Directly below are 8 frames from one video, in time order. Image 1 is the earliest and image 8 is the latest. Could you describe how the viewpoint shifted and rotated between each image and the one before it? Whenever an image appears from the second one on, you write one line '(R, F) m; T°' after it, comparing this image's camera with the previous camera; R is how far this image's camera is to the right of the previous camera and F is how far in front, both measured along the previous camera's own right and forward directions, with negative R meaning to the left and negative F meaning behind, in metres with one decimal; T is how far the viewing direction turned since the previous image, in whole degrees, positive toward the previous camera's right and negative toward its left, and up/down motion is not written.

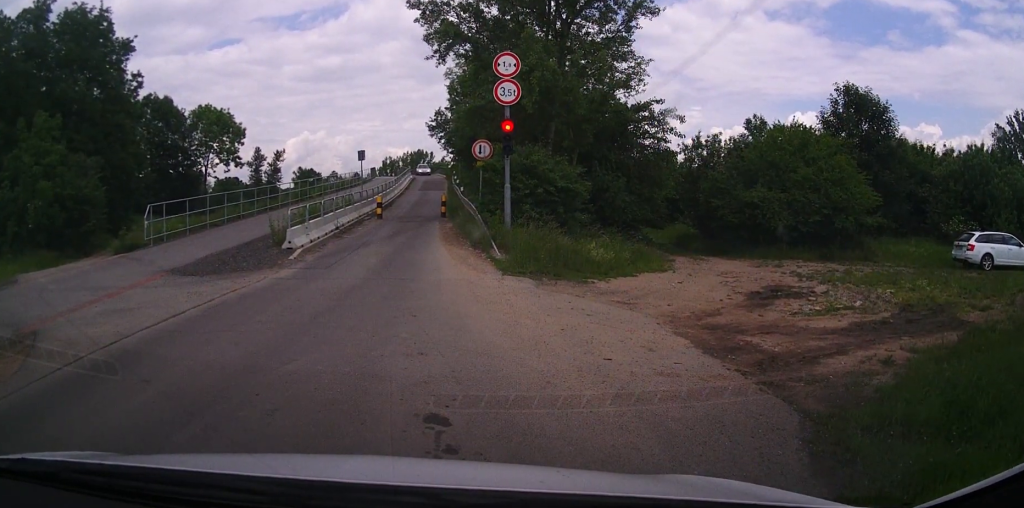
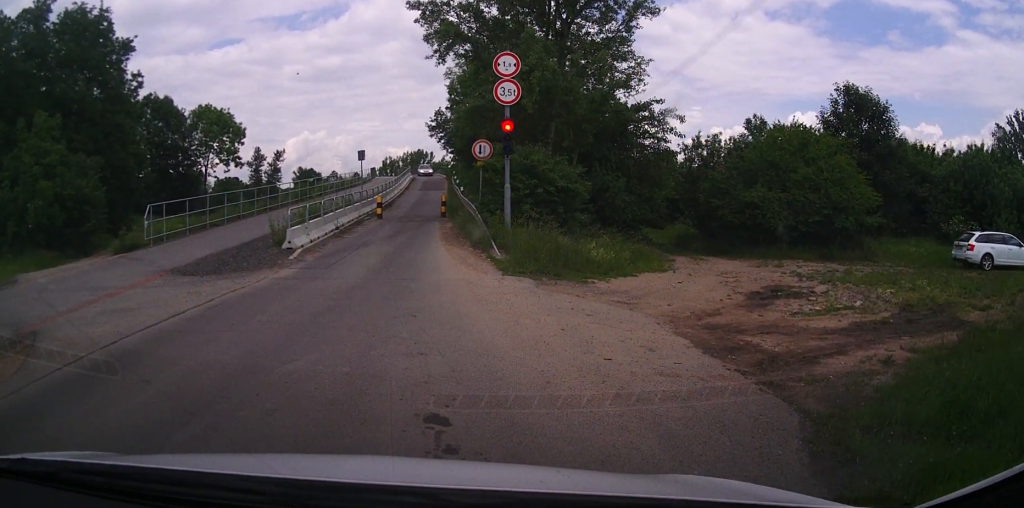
(0.0, 0.0) m; 0°
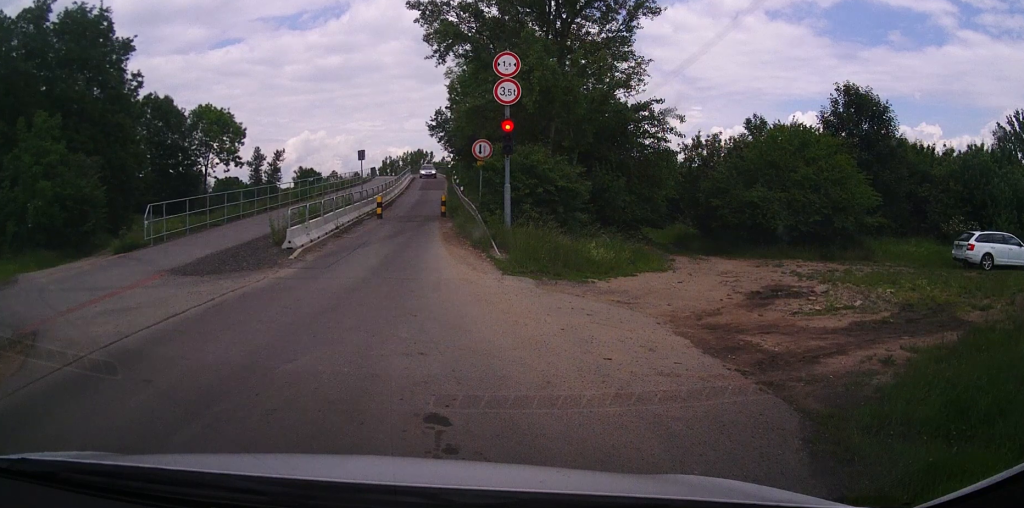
(0.0, 0.0) m; 0°
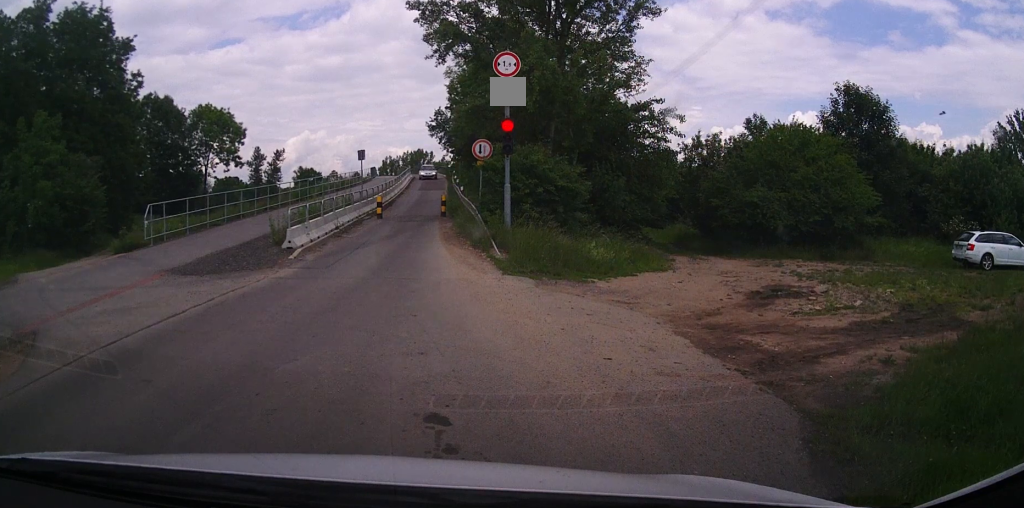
(0.0, 0.0) m; 0°
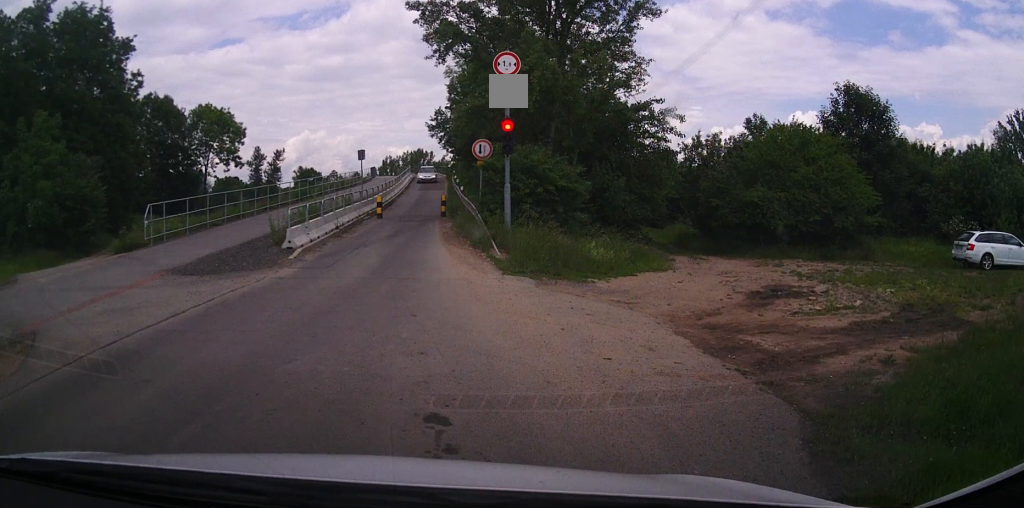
(0.0, 0.0) m; 0°
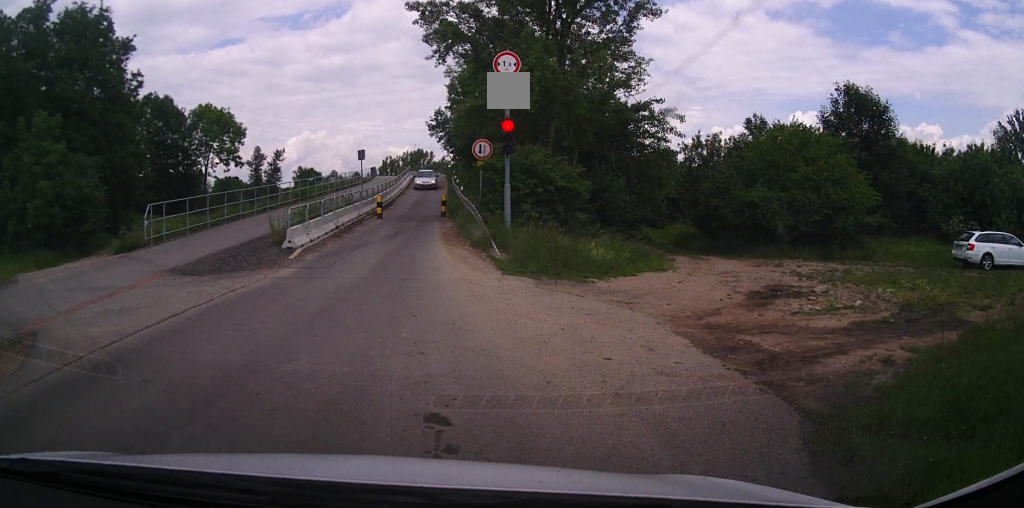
(0.0, 0.0) m; 0°
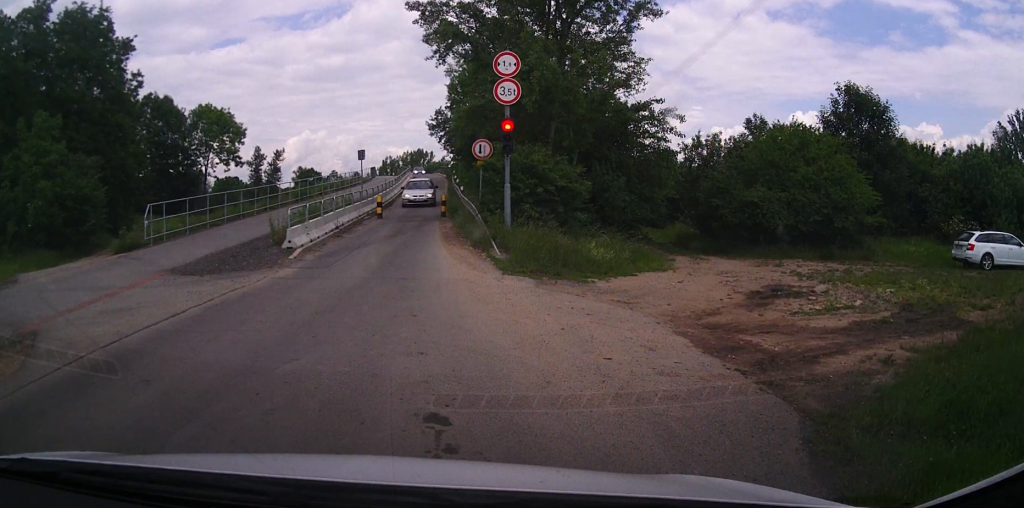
(0.0, 0.0) m; 0°
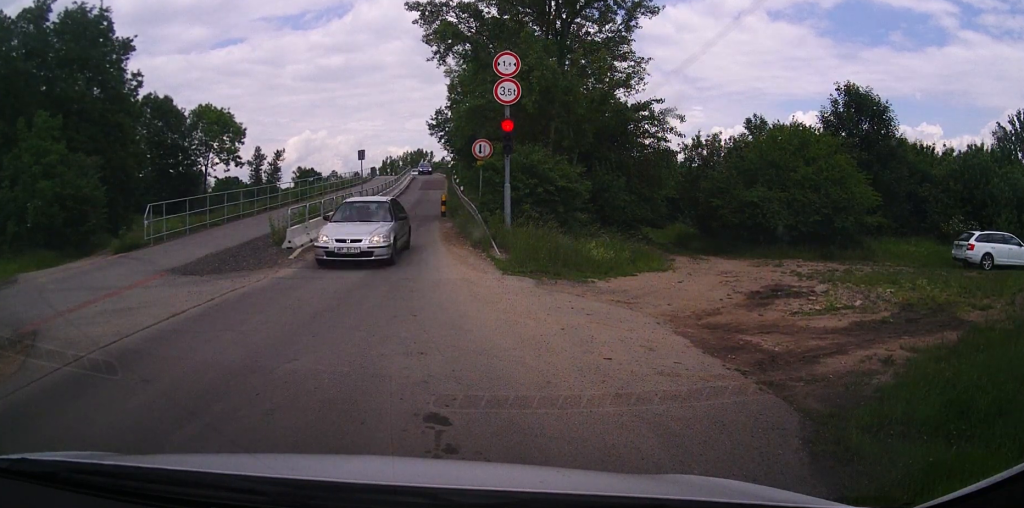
(0.0, 0.0) m; 0°
